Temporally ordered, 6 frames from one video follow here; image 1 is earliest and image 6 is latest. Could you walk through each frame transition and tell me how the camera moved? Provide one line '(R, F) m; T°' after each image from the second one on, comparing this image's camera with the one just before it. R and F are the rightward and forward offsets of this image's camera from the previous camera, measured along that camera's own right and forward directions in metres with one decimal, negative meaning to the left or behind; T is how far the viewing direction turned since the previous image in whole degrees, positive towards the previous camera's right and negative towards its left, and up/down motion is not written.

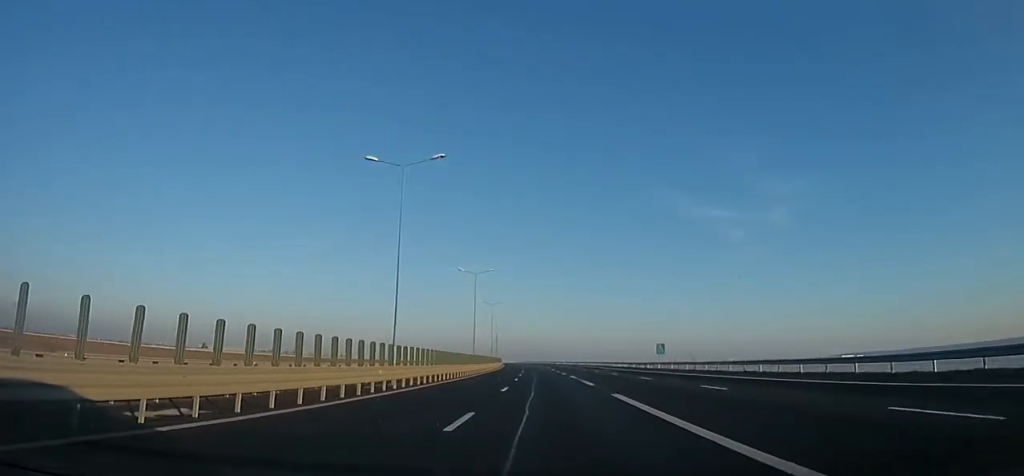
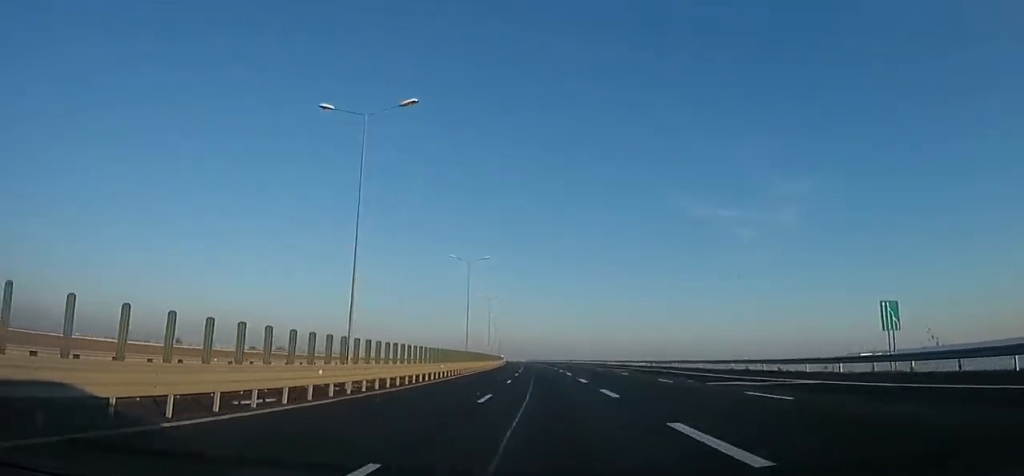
(-1.0, +41.0) m; -1°
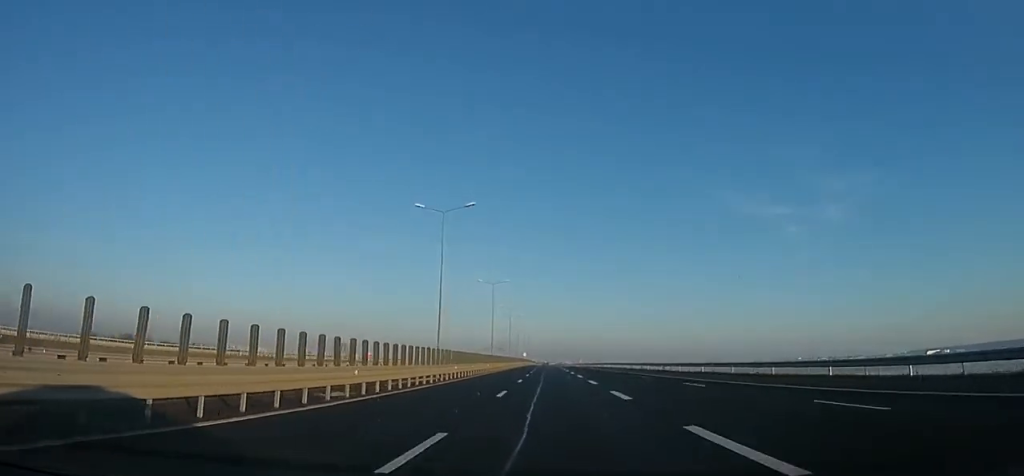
(-4.9, +159.2) m; -5°
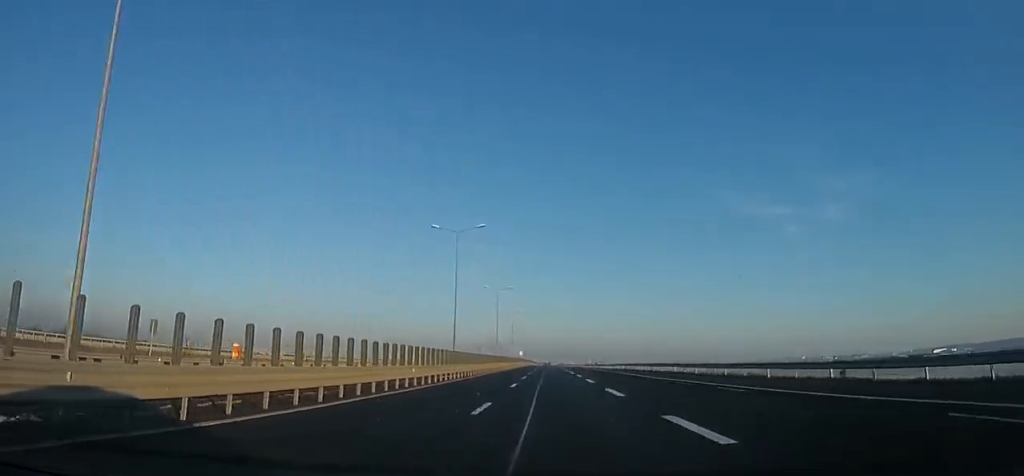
(-0.1, +28.9) m; 0°
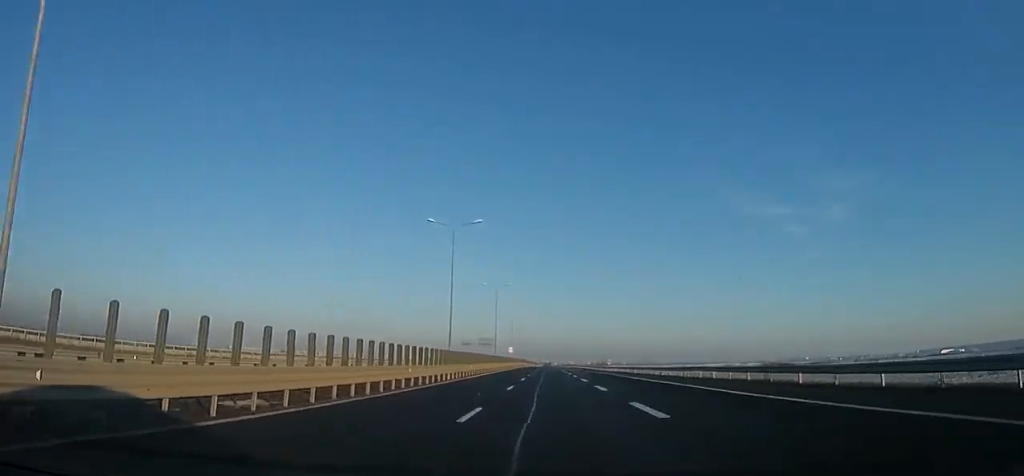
(-0.1, +36.5) m; +1°
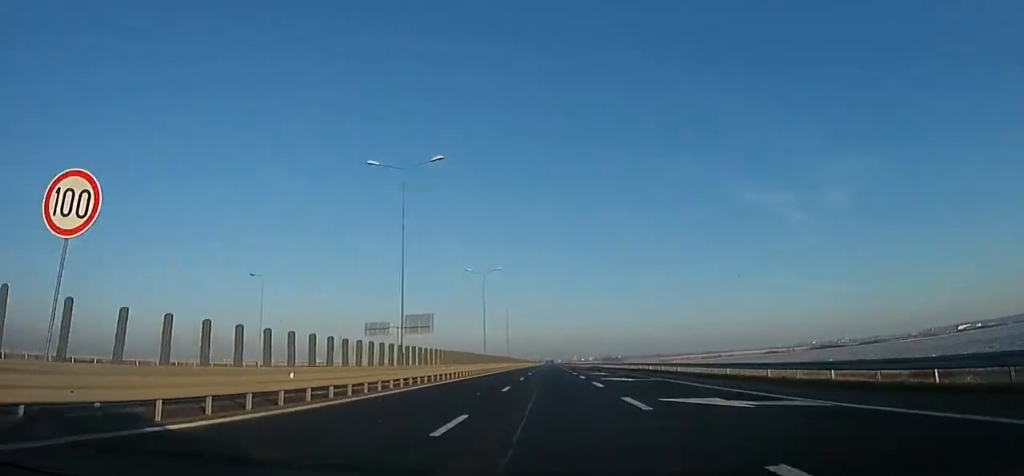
(+1.0, +82.4) m; 0°
